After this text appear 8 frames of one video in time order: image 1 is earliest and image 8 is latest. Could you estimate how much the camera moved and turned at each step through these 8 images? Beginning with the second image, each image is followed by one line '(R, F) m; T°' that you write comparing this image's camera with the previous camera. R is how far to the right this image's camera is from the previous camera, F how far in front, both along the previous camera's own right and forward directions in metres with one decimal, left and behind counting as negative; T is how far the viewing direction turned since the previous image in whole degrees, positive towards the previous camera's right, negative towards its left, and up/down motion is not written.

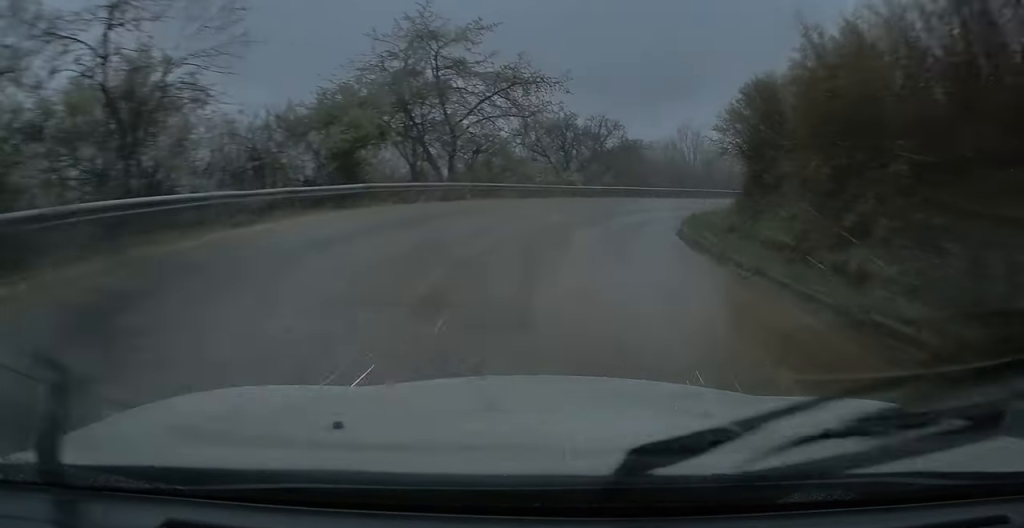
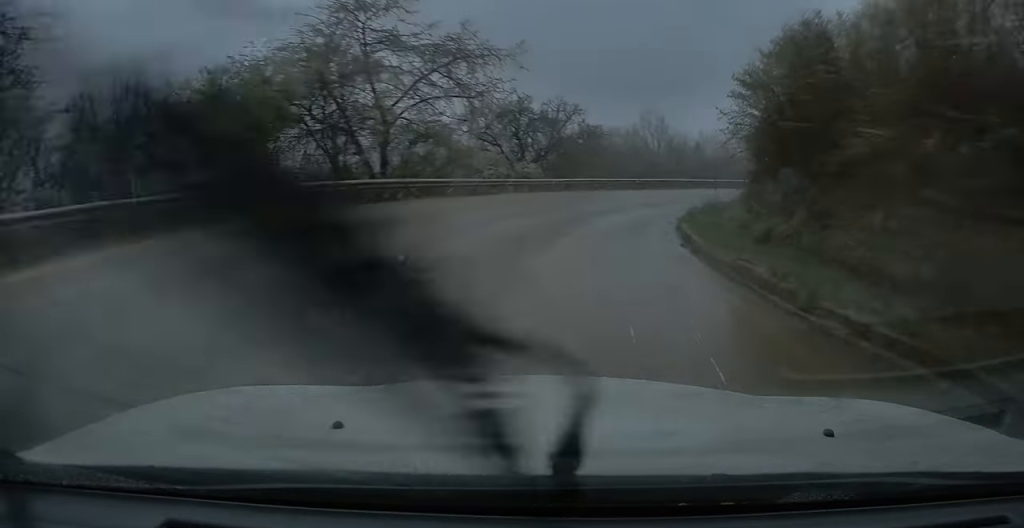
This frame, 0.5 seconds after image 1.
(0.0, +5.3) m; +4°
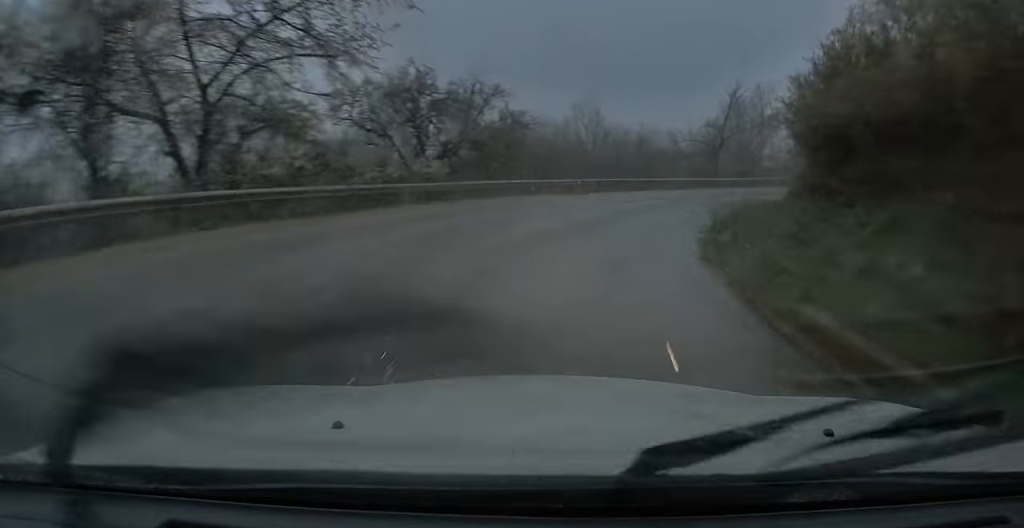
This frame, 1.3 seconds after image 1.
(+0.8, +9.9) m; +11°
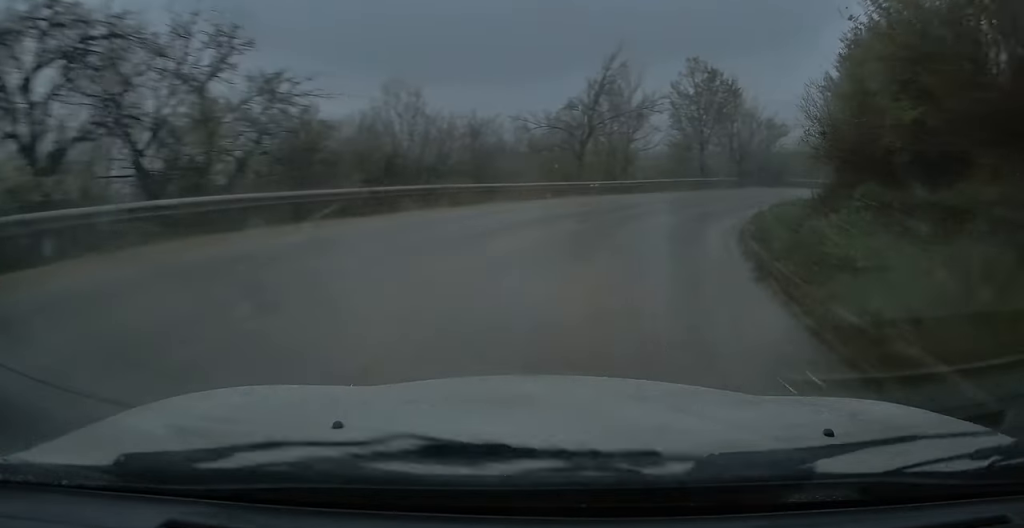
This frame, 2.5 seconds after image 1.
(+2.1, +14.3) m; +16°
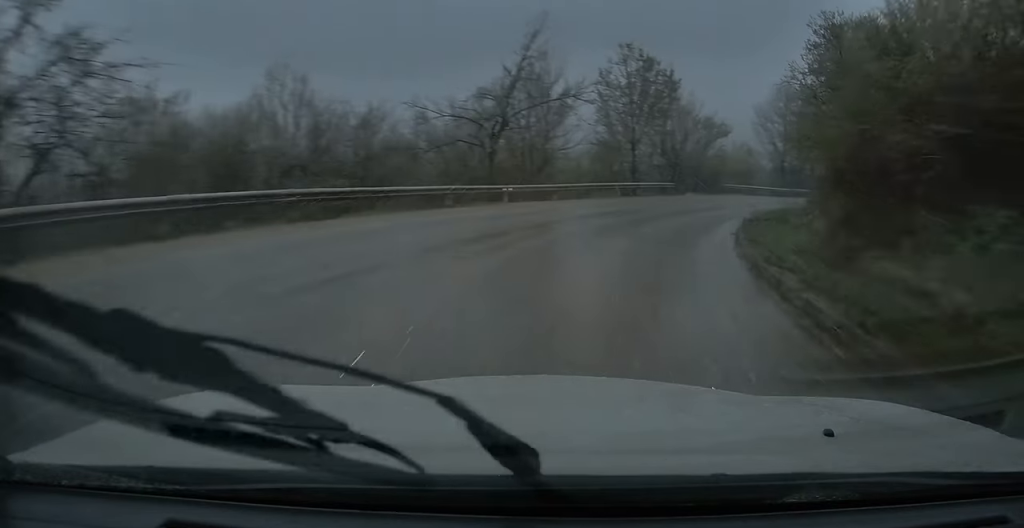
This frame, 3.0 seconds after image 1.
(+0.2, +6.1) m; +9°
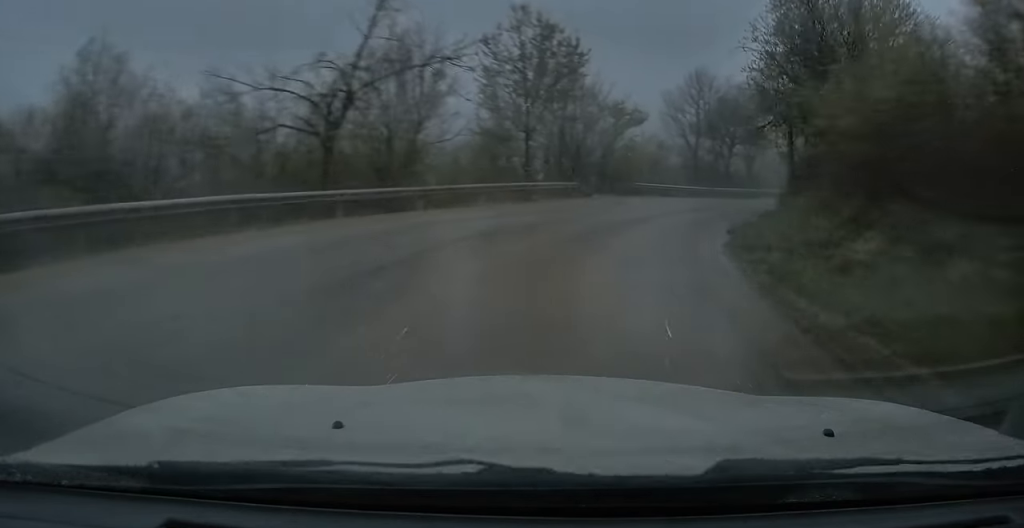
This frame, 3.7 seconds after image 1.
(+1.0, +8.0) m; +9°
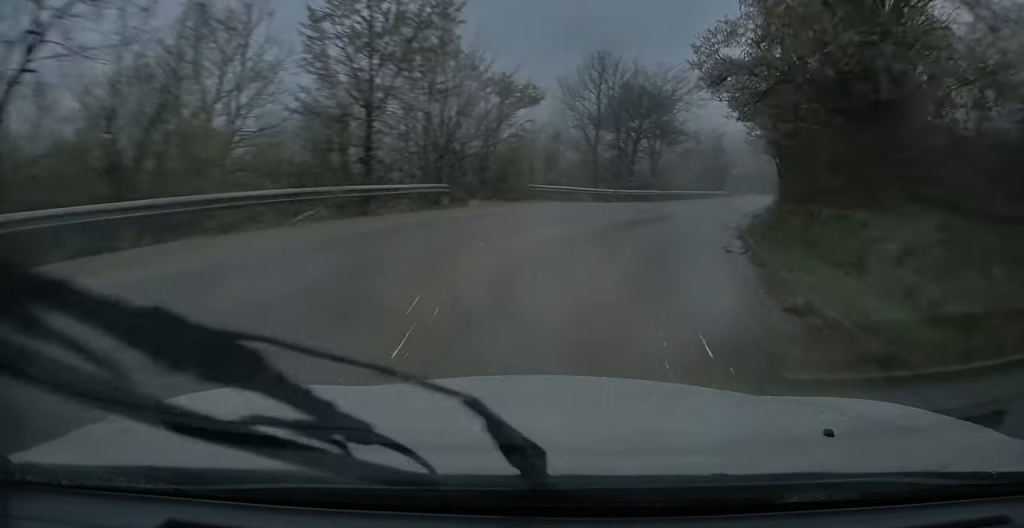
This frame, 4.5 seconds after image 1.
(+1.2, +9.5) m; +8°
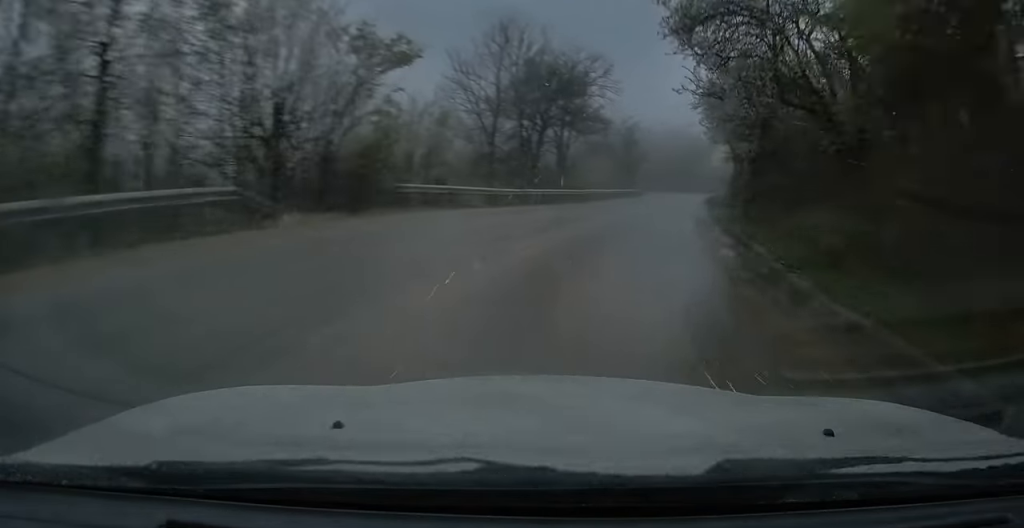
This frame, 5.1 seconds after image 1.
(-0.2, +8.4) m; +5°
